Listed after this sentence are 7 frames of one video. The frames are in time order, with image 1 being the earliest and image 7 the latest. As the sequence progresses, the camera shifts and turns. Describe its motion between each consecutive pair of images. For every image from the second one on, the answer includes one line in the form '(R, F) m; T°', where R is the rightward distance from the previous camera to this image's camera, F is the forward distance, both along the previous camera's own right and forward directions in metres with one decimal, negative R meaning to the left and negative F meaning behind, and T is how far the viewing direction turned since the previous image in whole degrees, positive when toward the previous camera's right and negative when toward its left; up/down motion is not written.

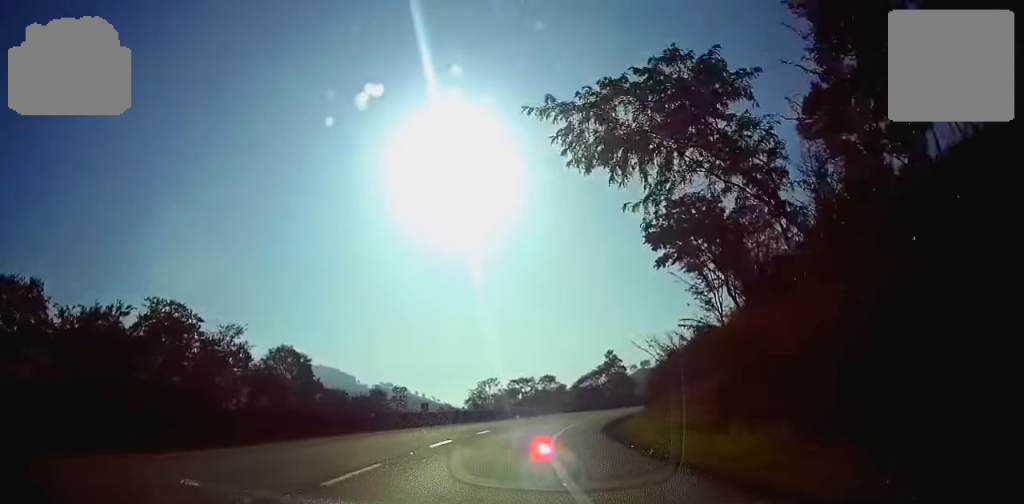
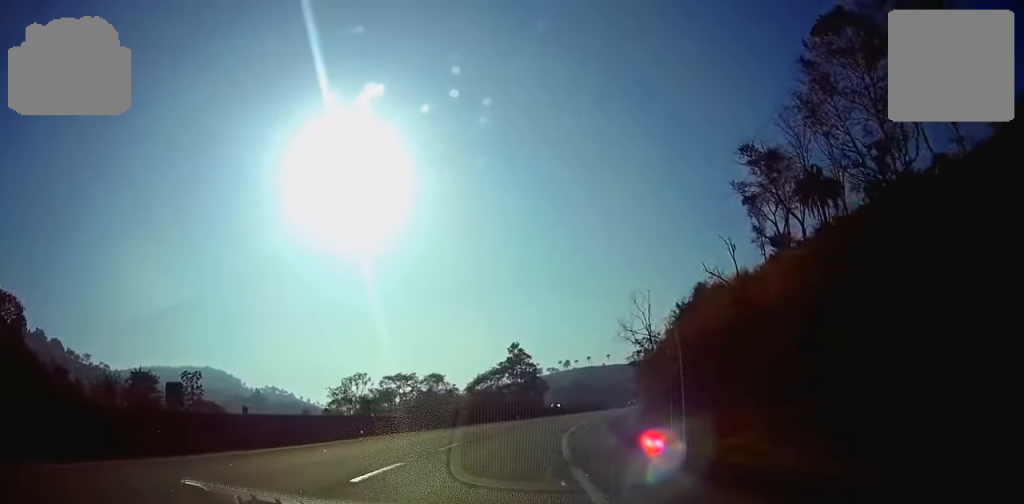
(+4.1, +44.6) m; +10°
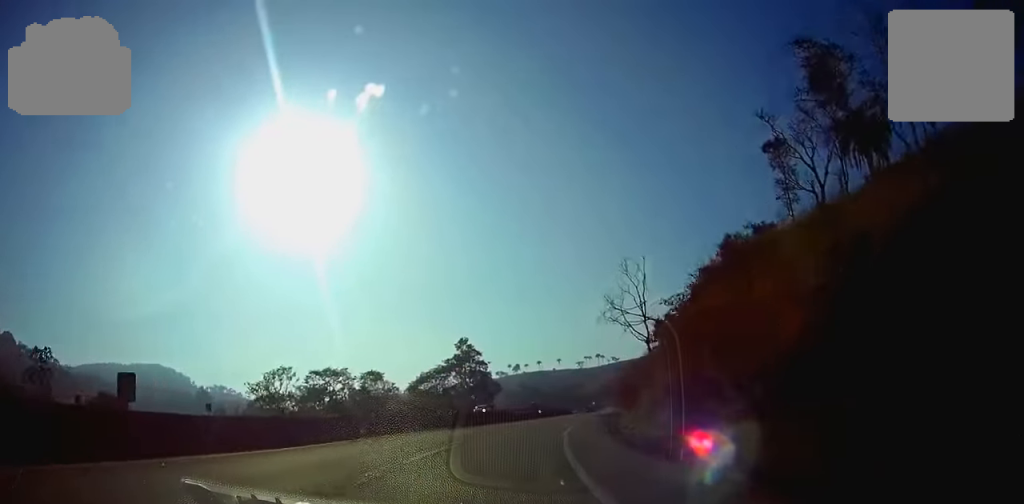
(+0.5, +18.6) m; +4°
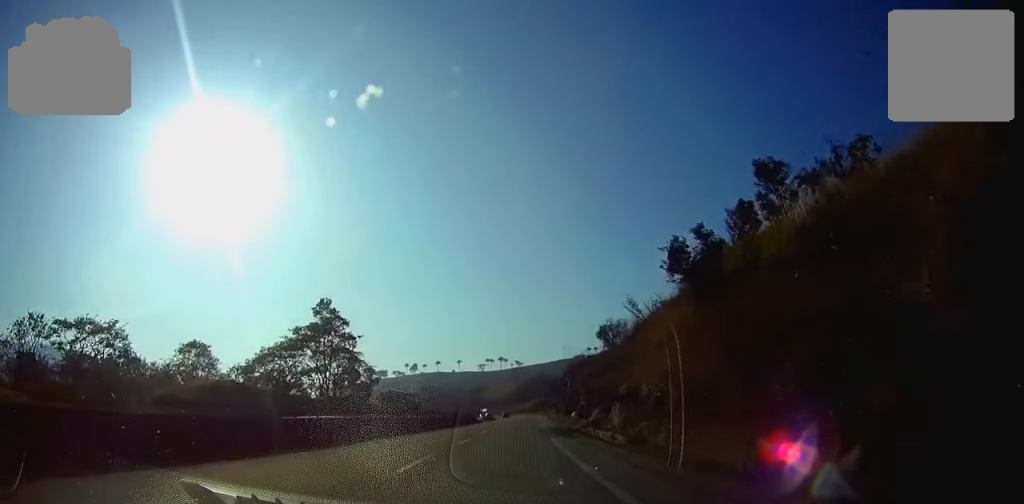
(+4.2, +47.4) m; +9°
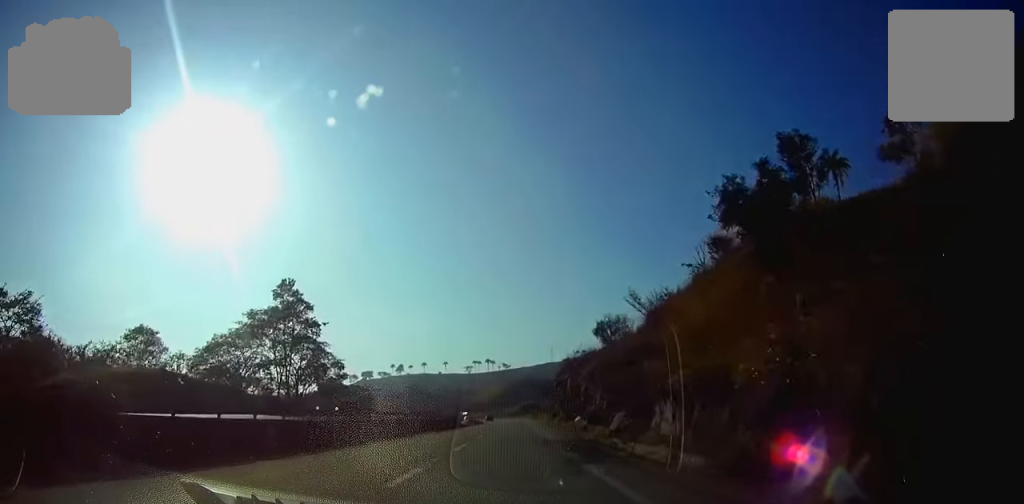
(+0.3, +13.4) m; +1°
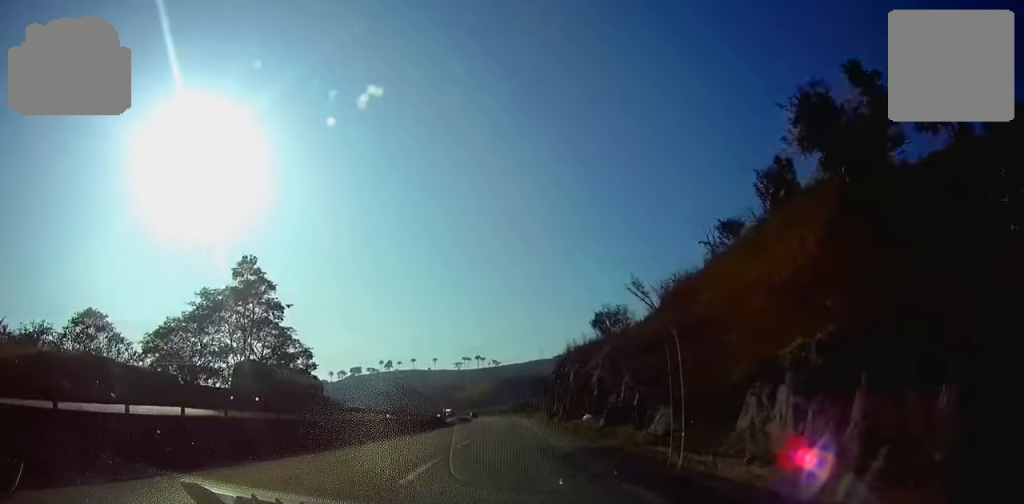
(+0.1, +10.9) m; +1°
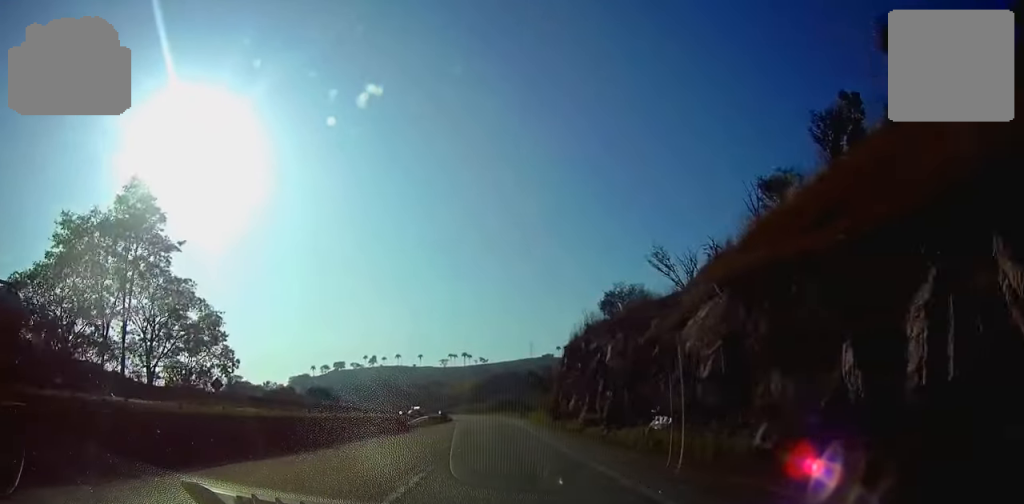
(+0.3, +23.9) m; +1°
